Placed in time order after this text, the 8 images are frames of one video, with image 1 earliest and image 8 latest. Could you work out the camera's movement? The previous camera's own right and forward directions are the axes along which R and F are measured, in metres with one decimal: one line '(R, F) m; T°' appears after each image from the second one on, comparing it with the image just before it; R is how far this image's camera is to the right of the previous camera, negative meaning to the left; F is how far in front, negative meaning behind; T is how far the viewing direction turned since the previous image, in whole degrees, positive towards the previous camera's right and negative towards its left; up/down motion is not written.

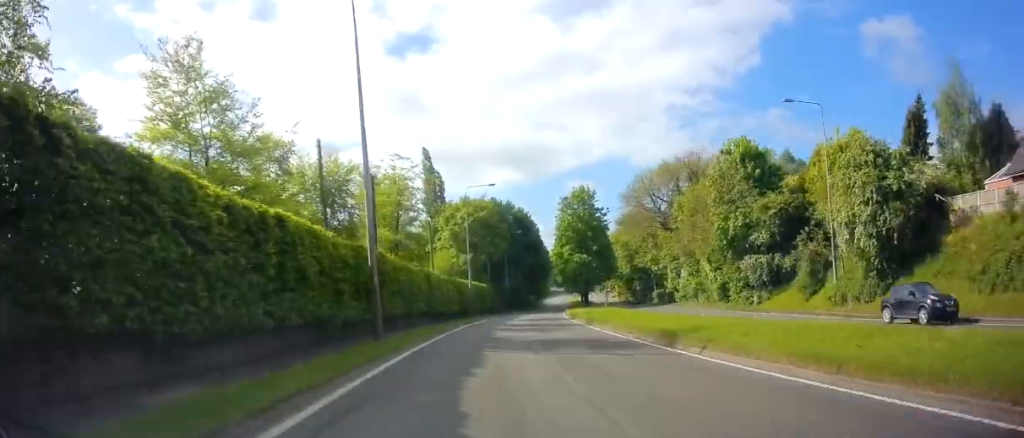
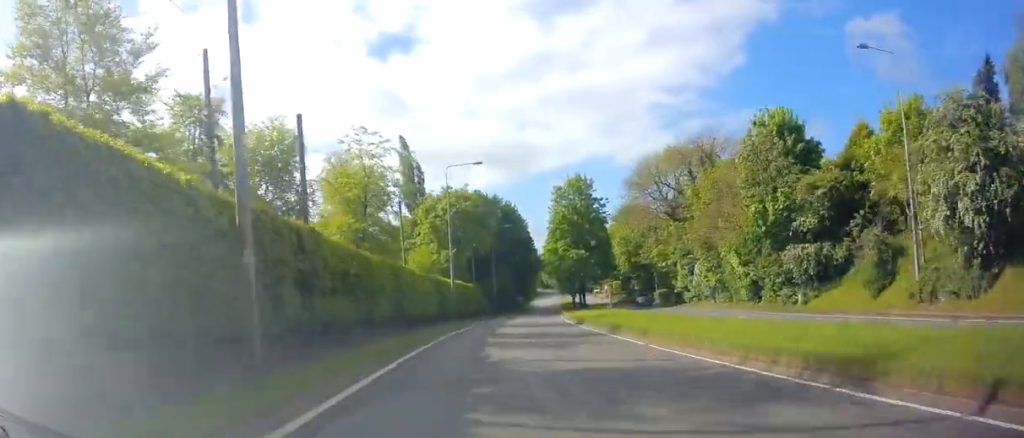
(+0.2, +9.3) m; +2°
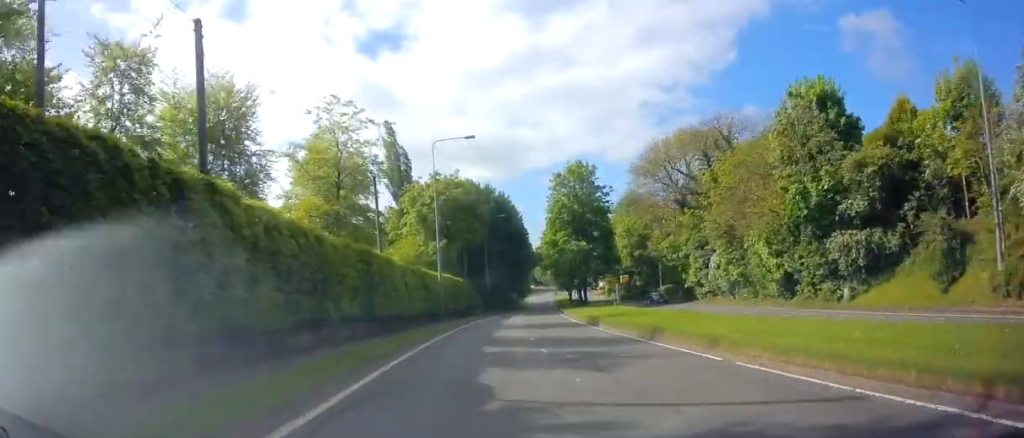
(+0.1, +6.6) m; +1°
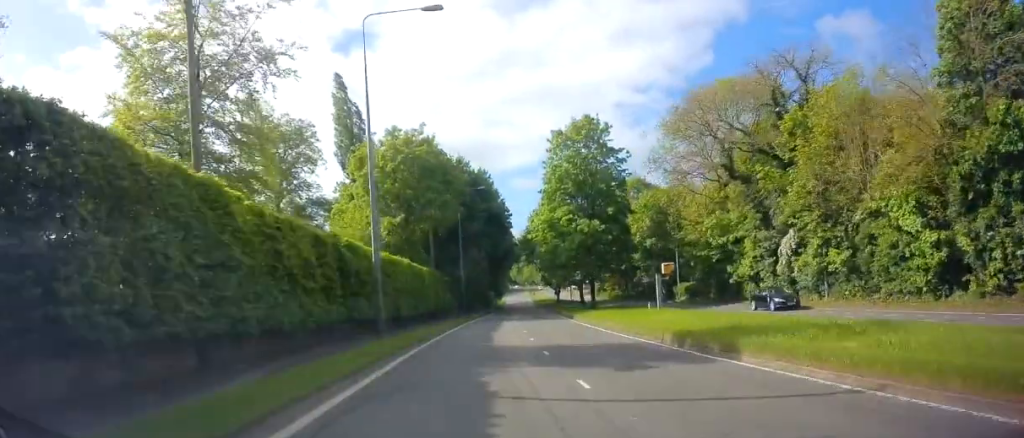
(+0.5, +18.4) m; +3°
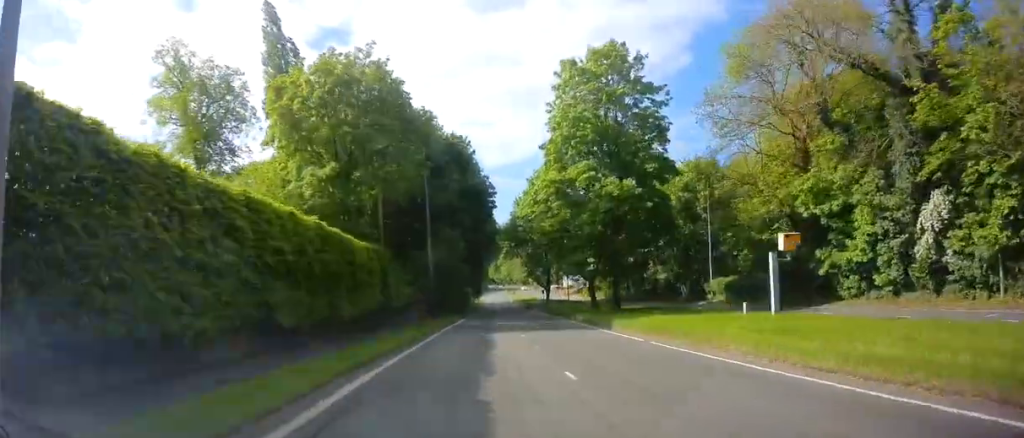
(+0.4, +16.9) m; +2°
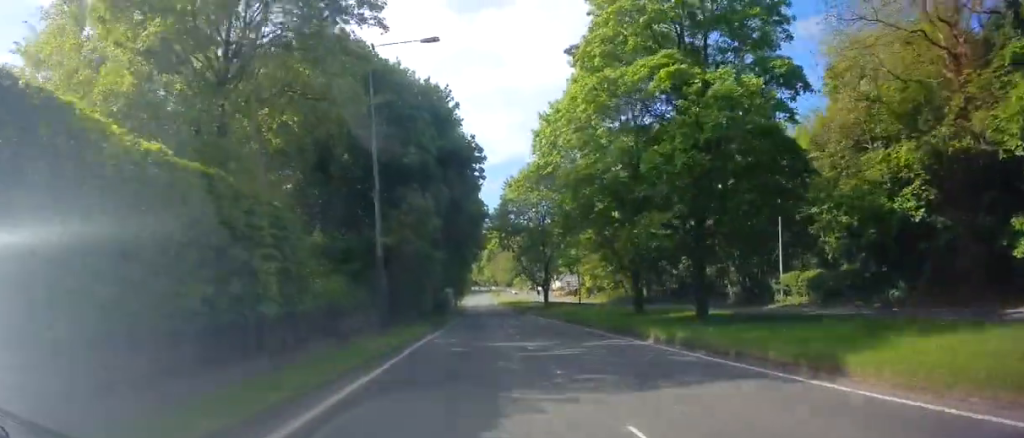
(+0.2, +16.7) m; +1°
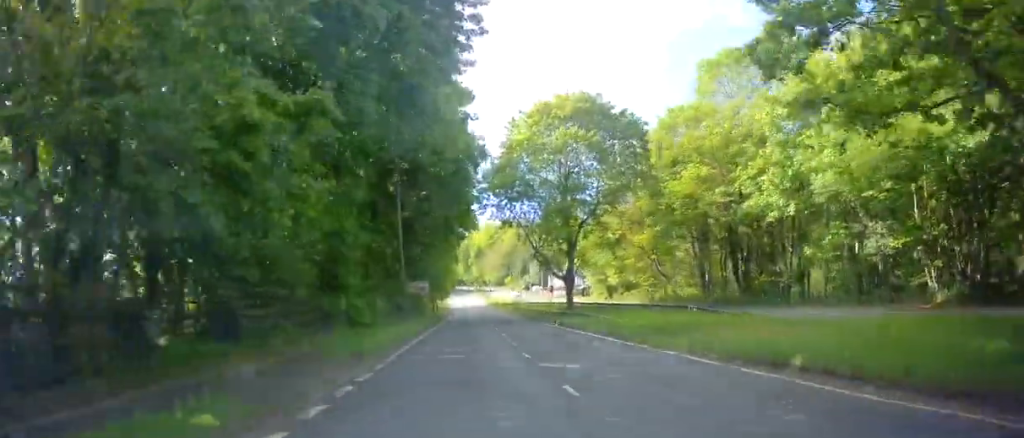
(+0.5, +26.1) m; +2°
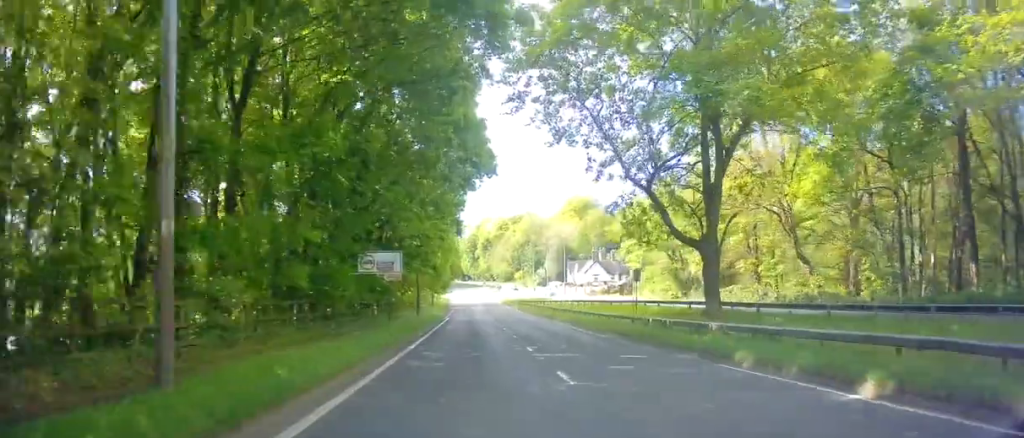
(0.0, +27.6) m; 0°
